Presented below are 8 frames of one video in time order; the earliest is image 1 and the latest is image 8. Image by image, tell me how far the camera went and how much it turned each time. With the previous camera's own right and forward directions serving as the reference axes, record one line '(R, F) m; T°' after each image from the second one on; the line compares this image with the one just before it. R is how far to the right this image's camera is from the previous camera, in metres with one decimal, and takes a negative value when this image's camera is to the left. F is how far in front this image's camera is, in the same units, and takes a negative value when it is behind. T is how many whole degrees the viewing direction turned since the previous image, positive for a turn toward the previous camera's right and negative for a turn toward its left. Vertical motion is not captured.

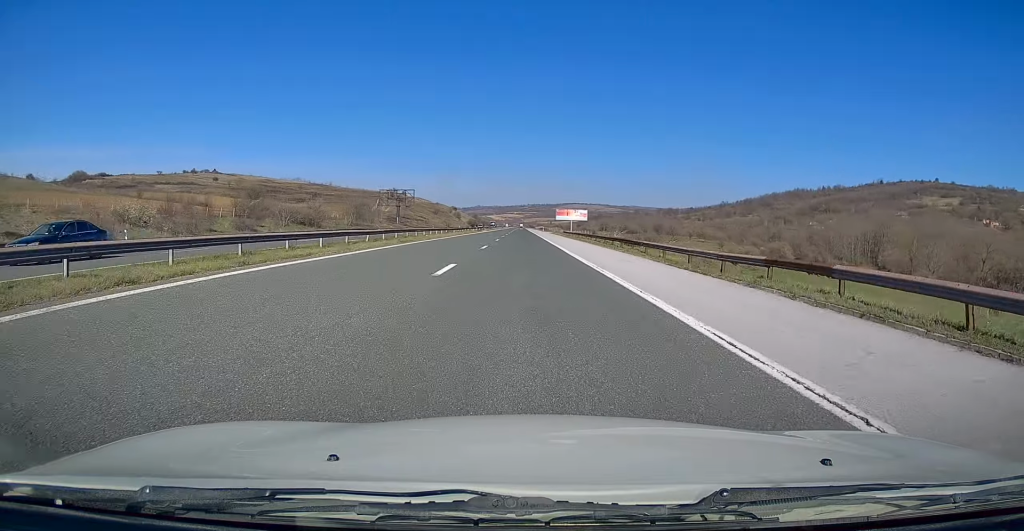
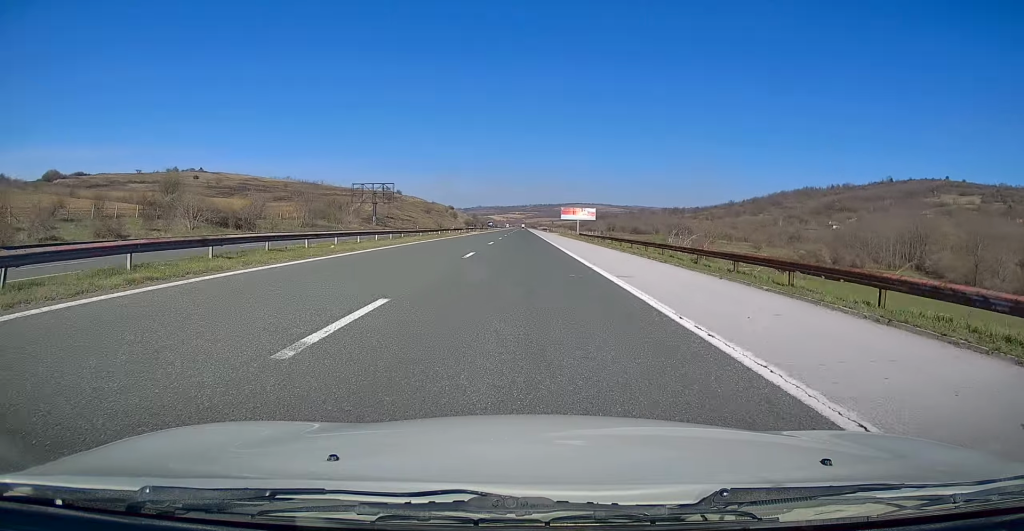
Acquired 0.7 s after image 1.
(+0.1, +24.4) m; 0°
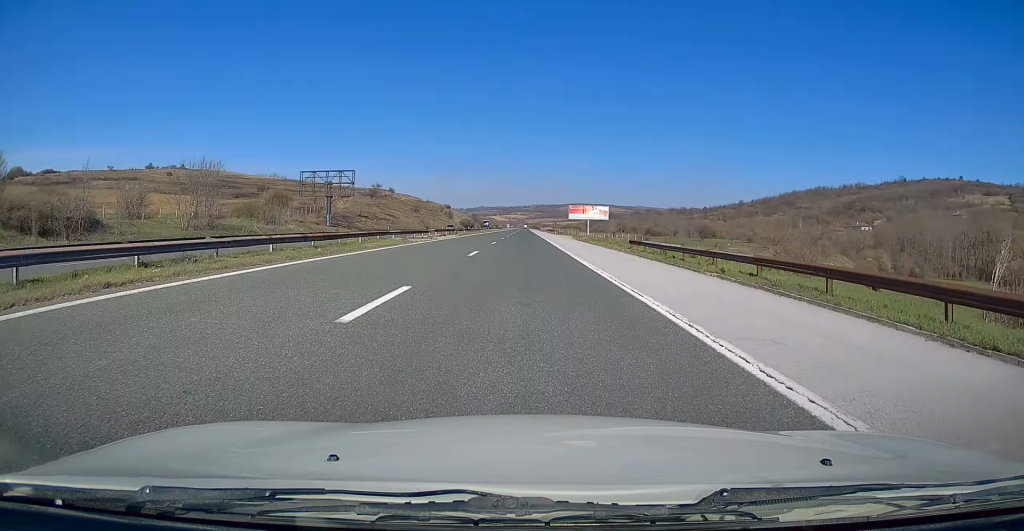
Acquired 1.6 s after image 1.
(-0.3, +30.0) m; -1°
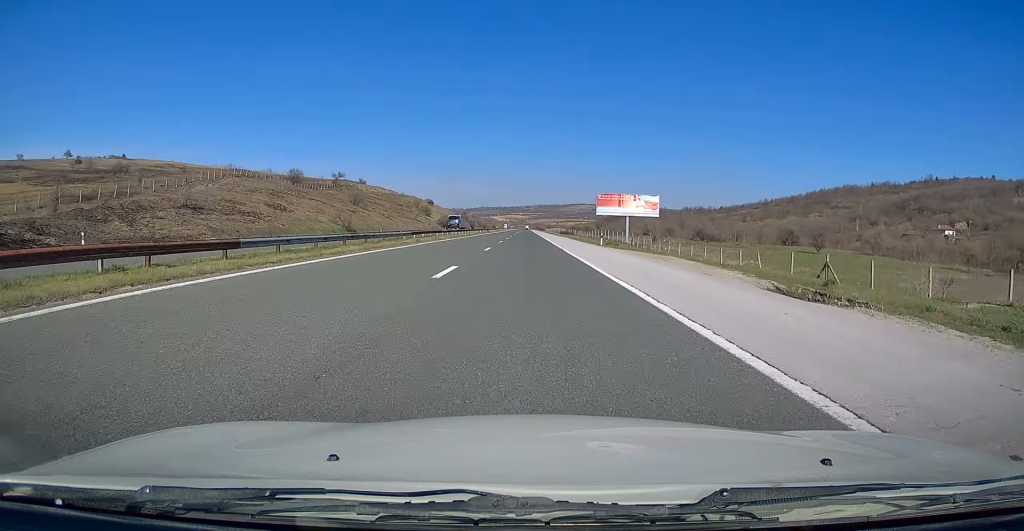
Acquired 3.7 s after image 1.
(-0.1, +73.8) m; 0°
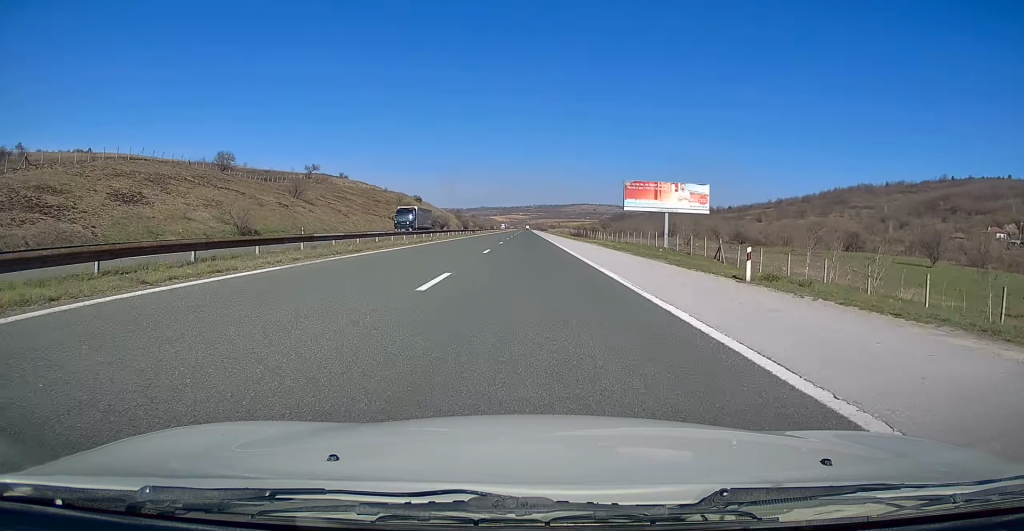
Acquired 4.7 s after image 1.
(0.0, +34.6) m; 0°
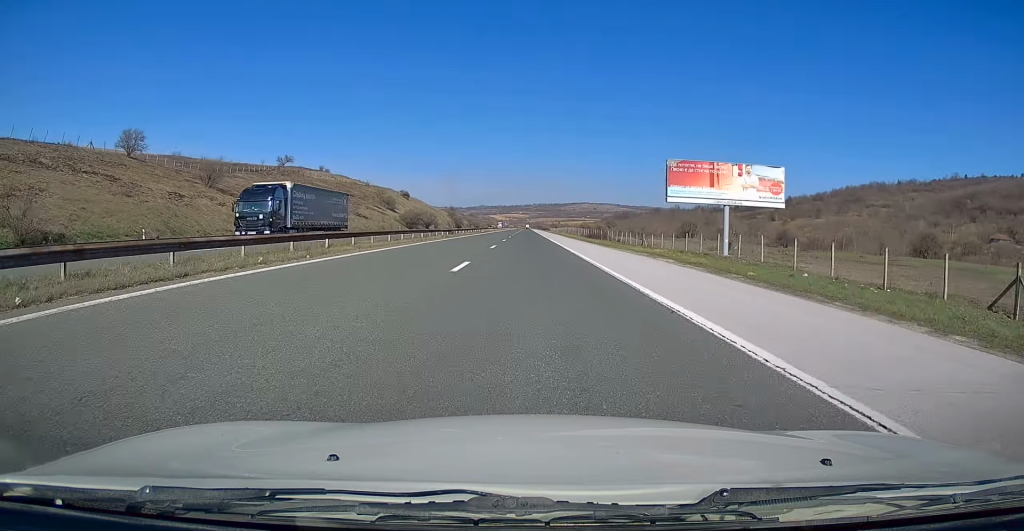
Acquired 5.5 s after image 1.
(+0.1, +27.7) m; 0°
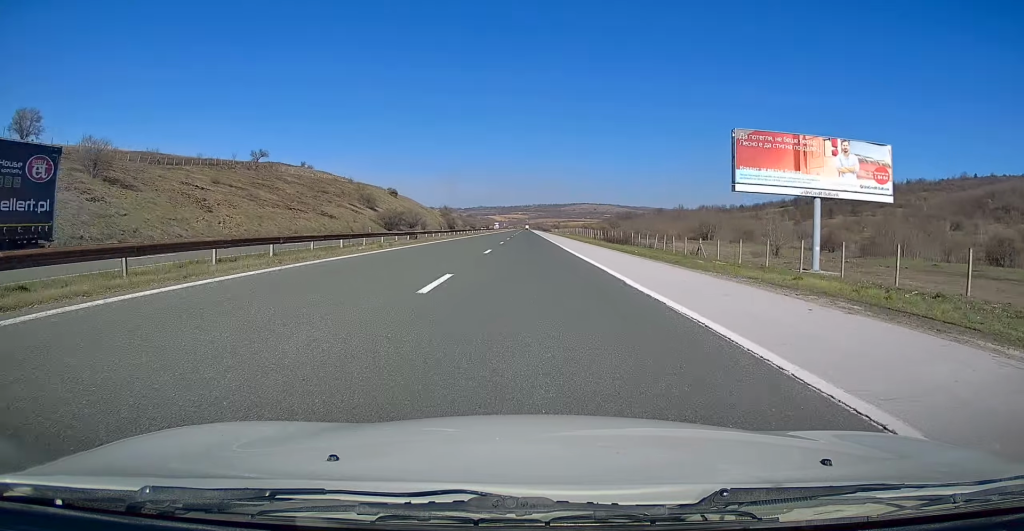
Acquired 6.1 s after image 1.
(0.0, +20.8) m; 0°
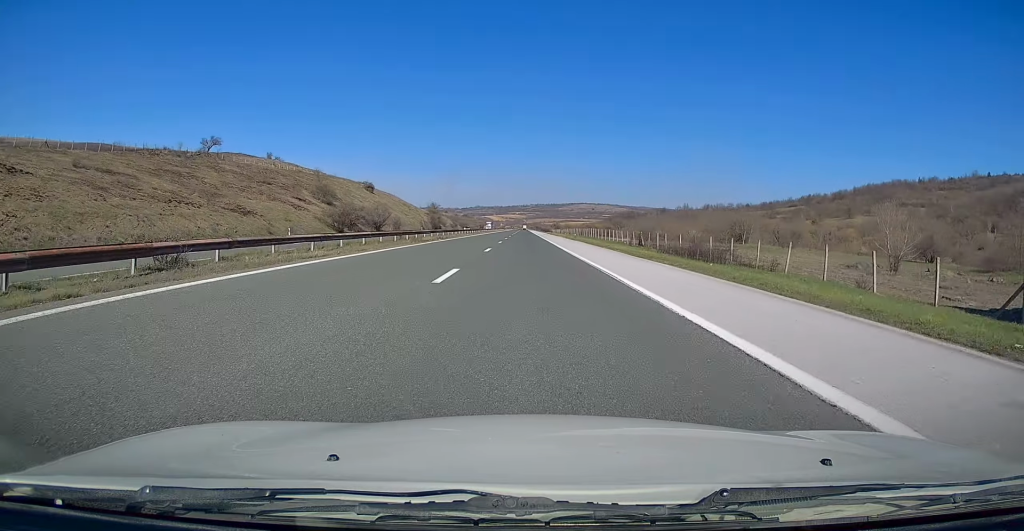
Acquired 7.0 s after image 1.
(+0.1, +30.1) m; 0°
